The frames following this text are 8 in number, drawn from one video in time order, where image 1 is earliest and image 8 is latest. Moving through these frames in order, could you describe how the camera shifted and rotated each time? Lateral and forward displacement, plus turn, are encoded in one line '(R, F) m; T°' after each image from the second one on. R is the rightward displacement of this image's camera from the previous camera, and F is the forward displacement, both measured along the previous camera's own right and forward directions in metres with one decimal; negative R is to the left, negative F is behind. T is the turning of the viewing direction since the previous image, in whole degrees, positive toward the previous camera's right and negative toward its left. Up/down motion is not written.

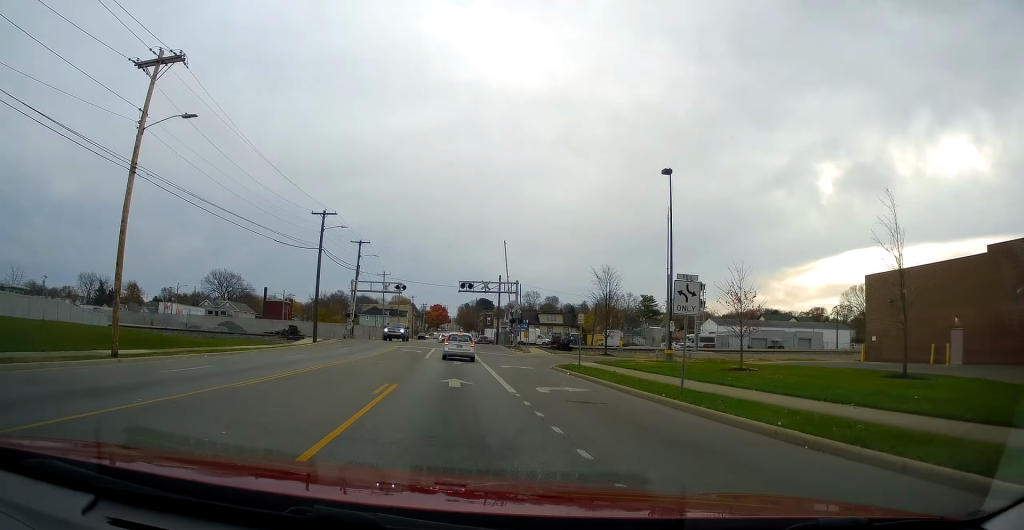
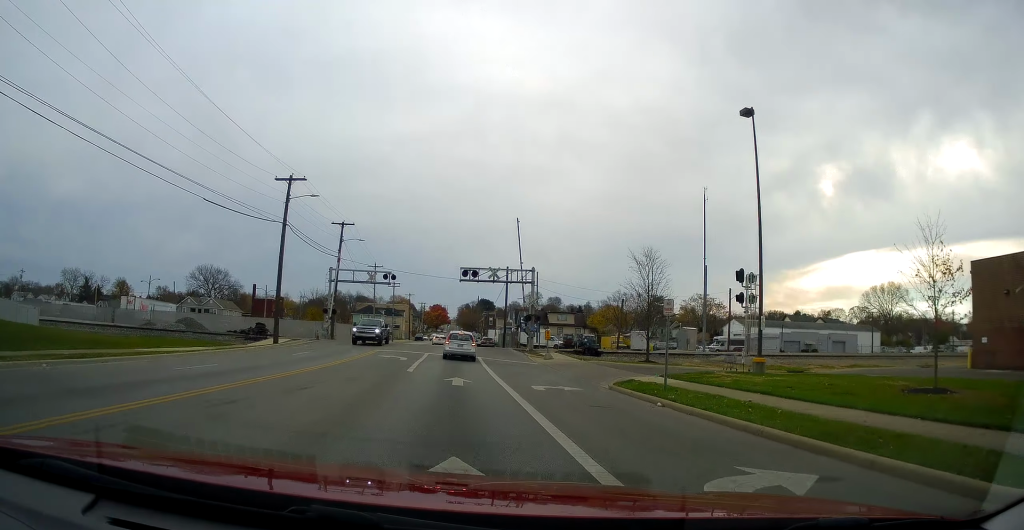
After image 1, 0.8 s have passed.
(+0.2, +12.8) m; 0°
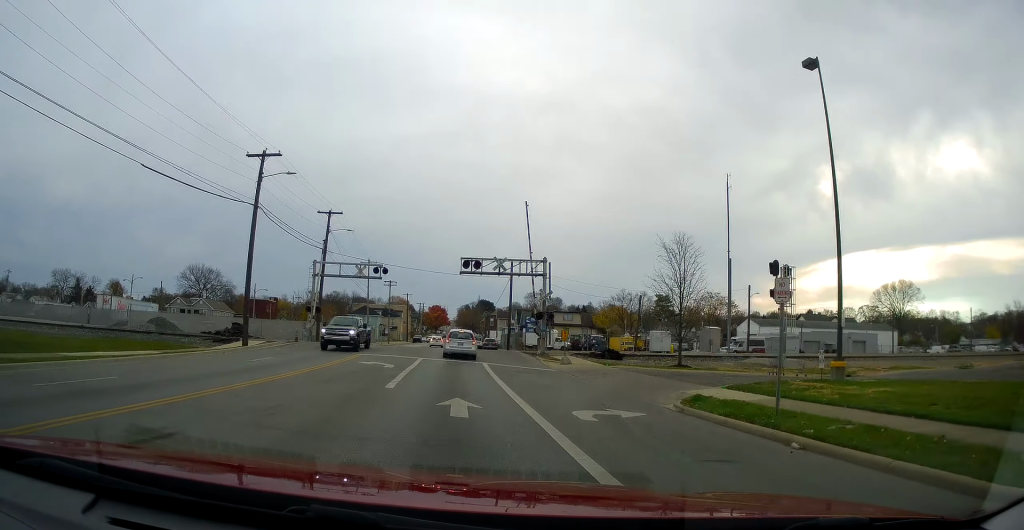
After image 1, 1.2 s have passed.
(+0.2, +6.9) m; 0°
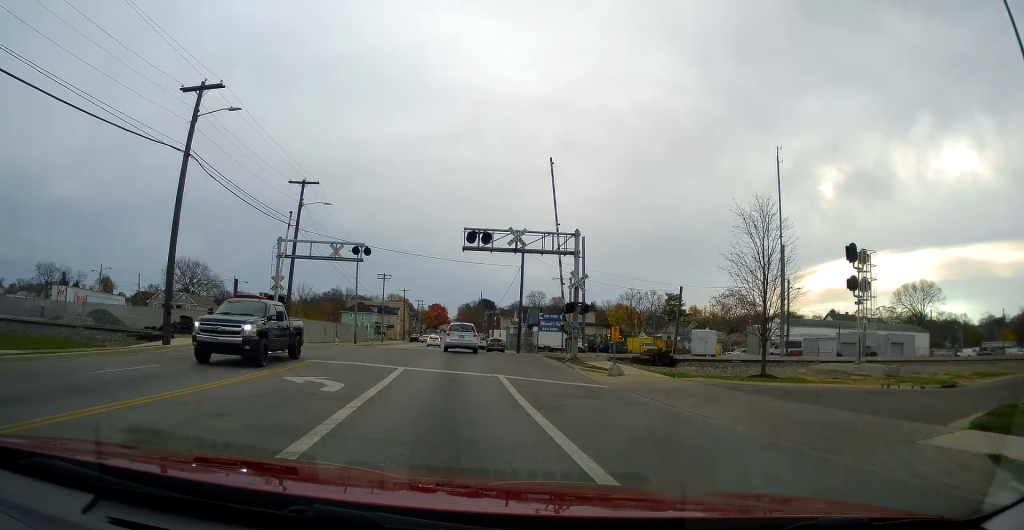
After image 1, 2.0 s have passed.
(-0.4, +11.2) m; +2°
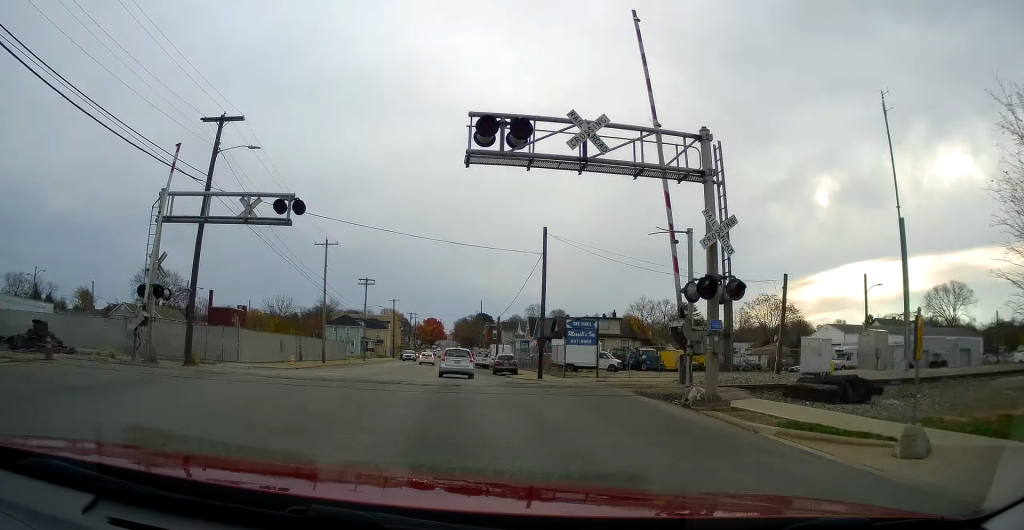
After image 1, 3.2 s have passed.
(+1.0, +17.7) m; +1°
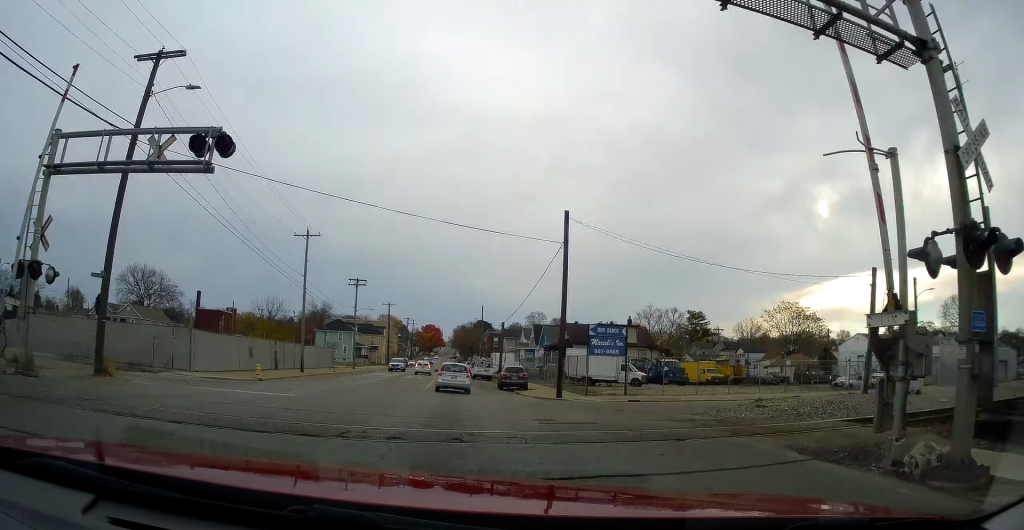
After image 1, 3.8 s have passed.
(-0.5, +8.3) m; -2°
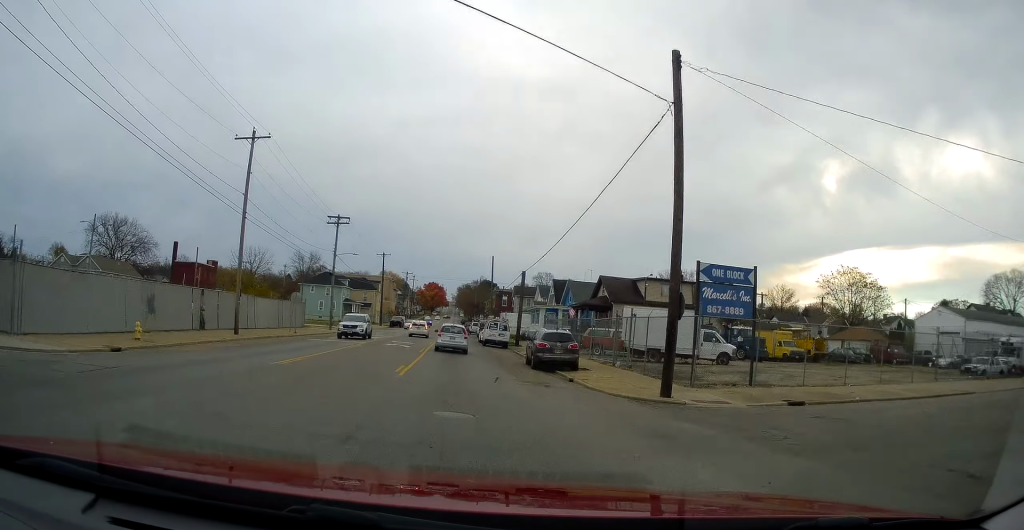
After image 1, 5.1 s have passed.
(-0.5, +17.4) m; -2°
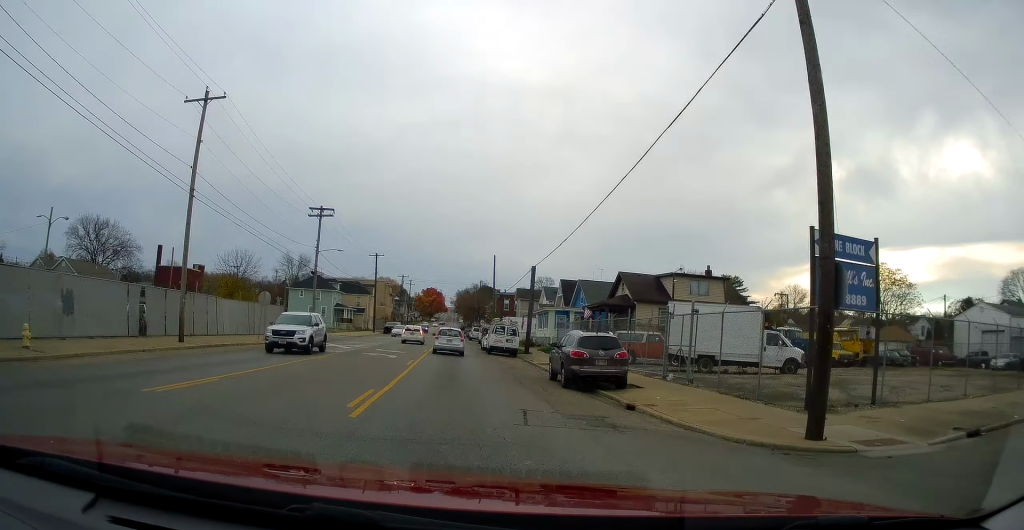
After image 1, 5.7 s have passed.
(0.0, +7.6) m; 0°
